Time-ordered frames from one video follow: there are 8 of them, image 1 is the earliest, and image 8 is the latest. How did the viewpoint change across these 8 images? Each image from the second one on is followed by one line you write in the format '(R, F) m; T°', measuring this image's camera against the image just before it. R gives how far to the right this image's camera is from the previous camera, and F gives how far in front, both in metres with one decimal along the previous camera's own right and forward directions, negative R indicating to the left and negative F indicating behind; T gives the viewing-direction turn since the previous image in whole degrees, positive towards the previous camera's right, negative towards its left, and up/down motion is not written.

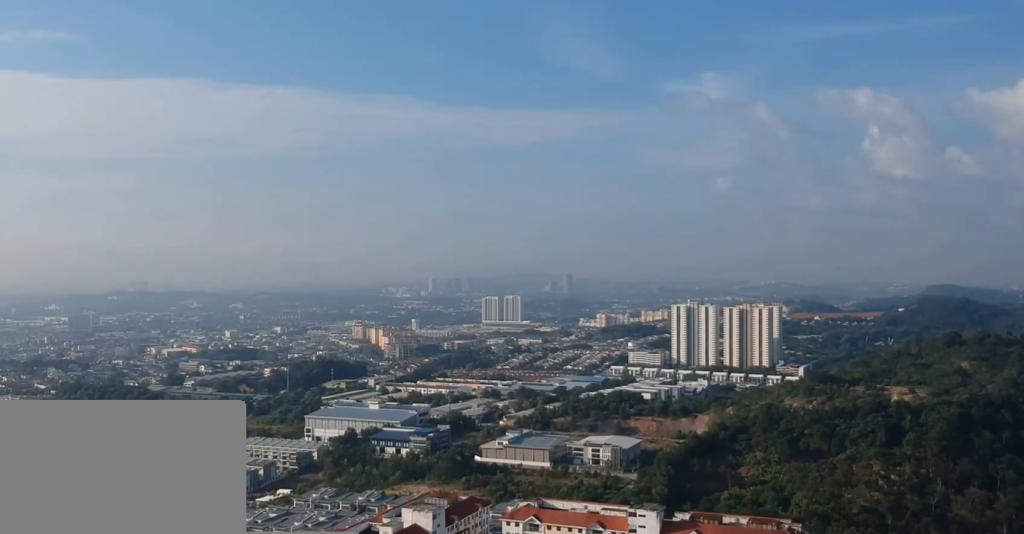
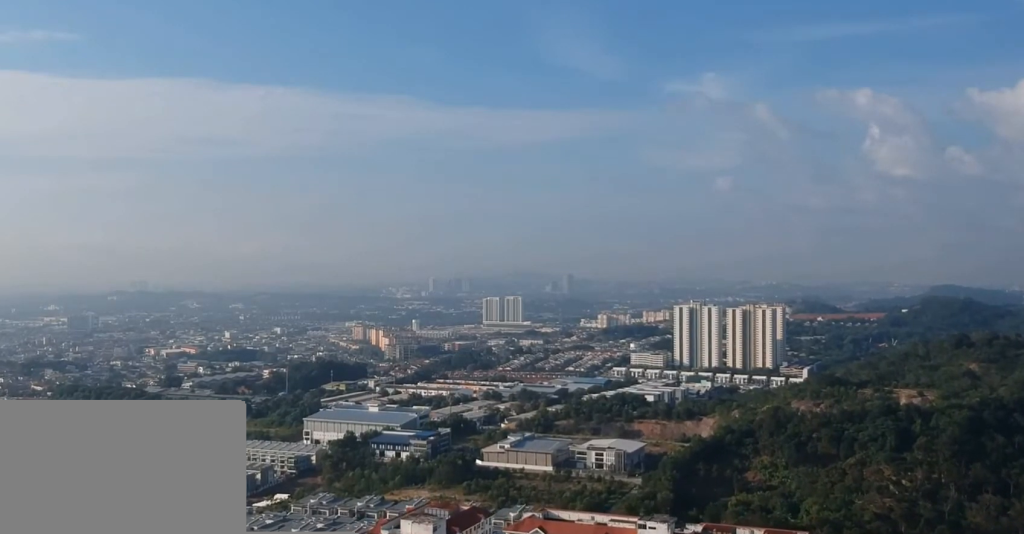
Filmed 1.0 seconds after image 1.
(0.0, +11.6) m; 0°
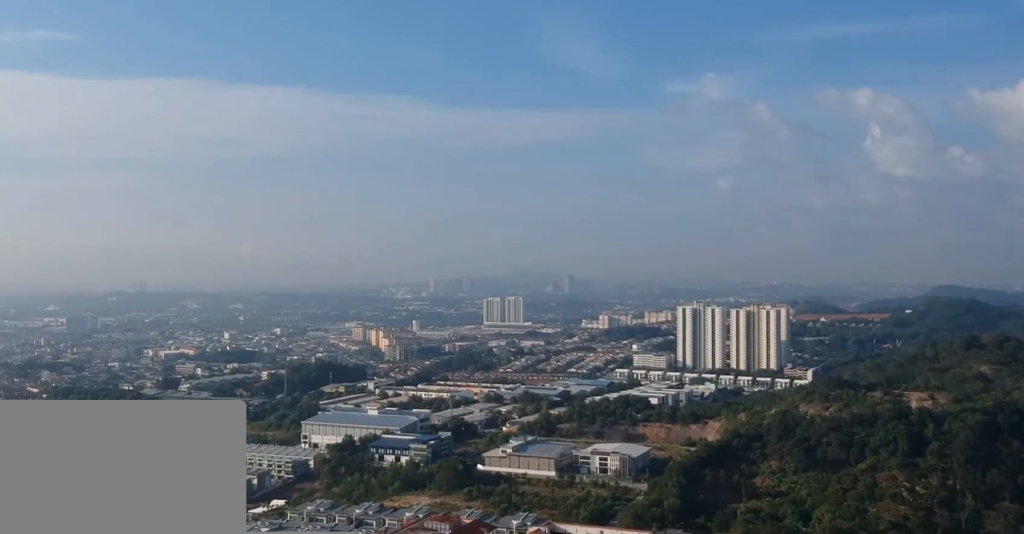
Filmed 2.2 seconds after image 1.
(0.0, +13.7) m; 0°
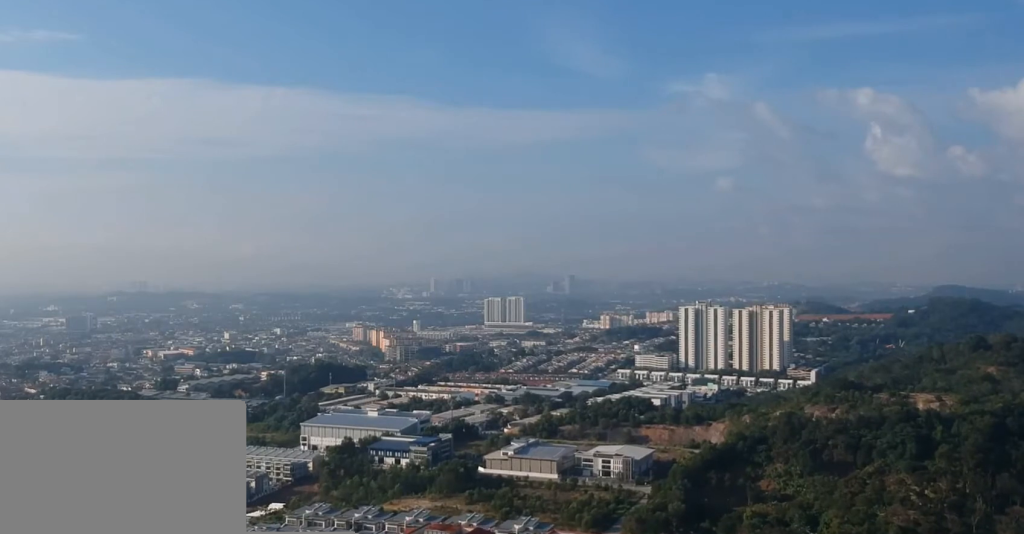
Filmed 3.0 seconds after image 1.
(0.0, +8.1) m; 0°
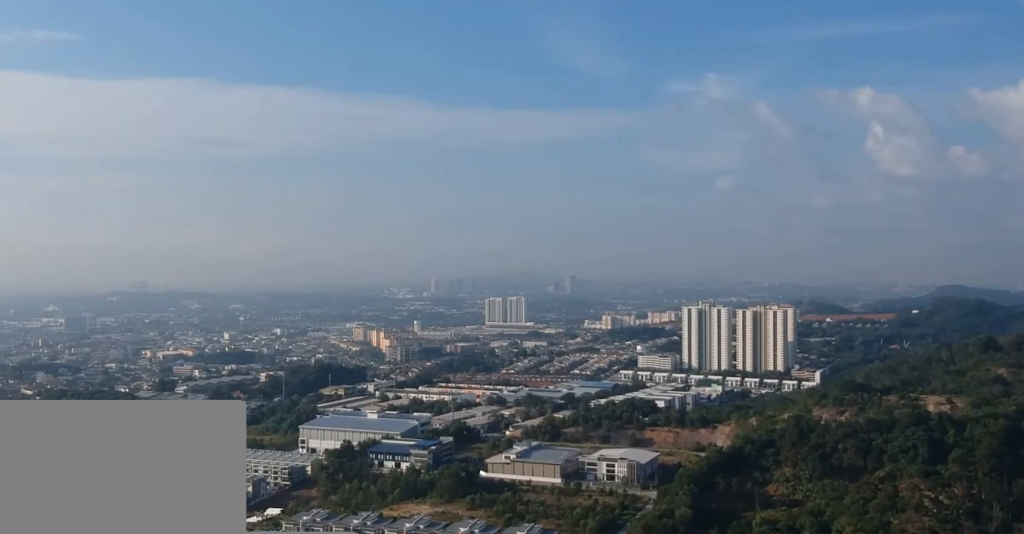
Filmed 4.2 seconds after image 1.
(0.0, +12.2) m; 0°
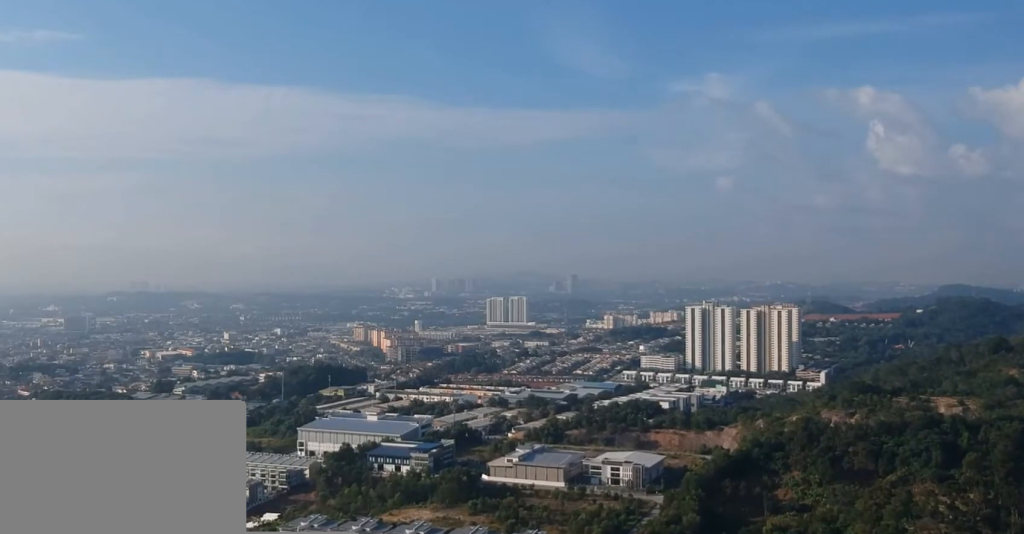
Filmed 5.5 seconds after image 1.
(0.0, +12.6) m; 0°
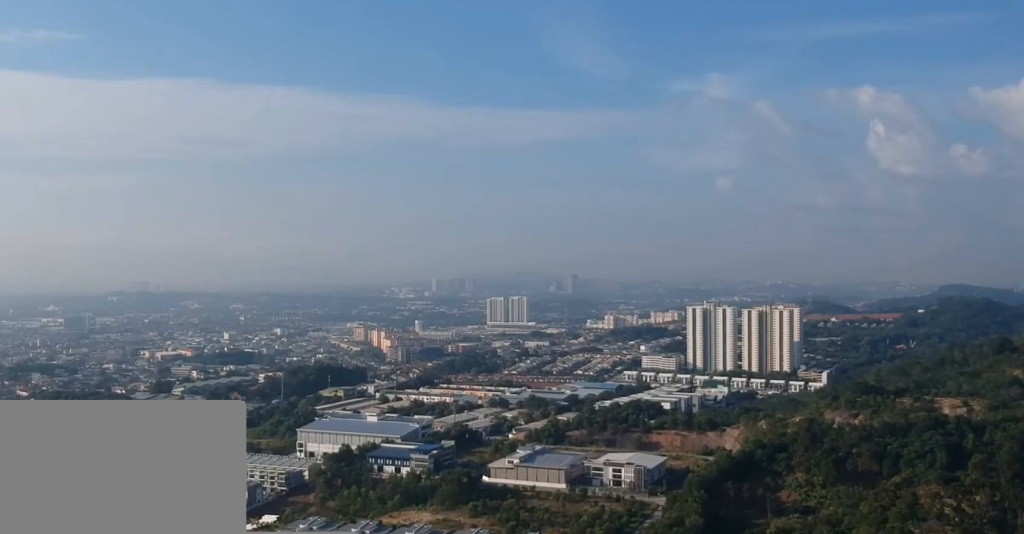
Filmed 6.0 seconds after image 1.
(0.0, +4.4) m; 0°
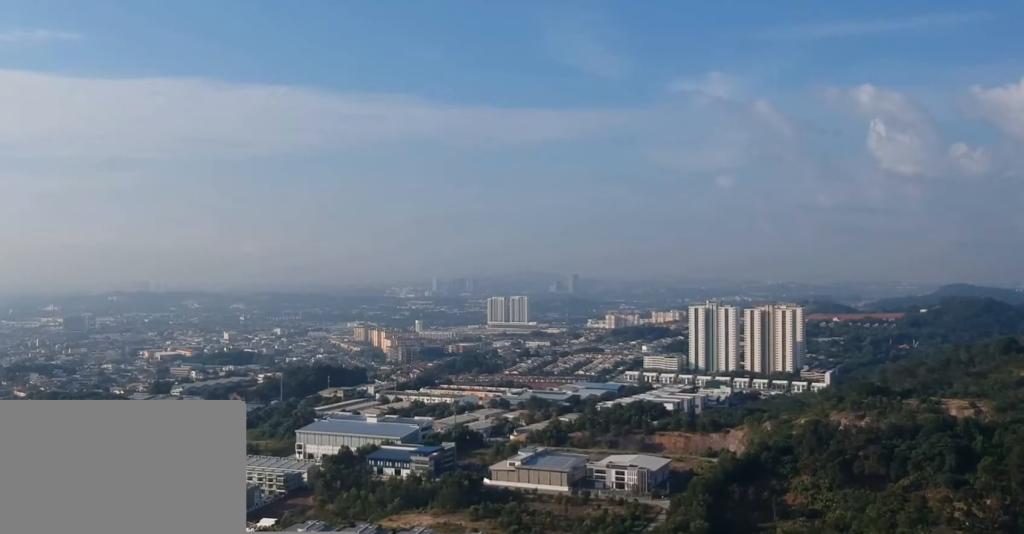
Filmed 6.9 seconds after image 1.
(0.0, +7.6) m; 0°
